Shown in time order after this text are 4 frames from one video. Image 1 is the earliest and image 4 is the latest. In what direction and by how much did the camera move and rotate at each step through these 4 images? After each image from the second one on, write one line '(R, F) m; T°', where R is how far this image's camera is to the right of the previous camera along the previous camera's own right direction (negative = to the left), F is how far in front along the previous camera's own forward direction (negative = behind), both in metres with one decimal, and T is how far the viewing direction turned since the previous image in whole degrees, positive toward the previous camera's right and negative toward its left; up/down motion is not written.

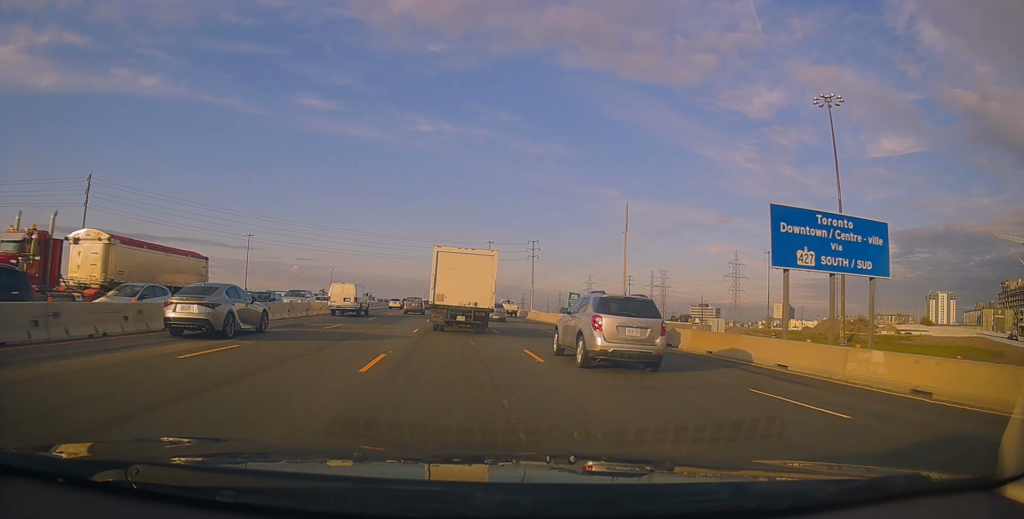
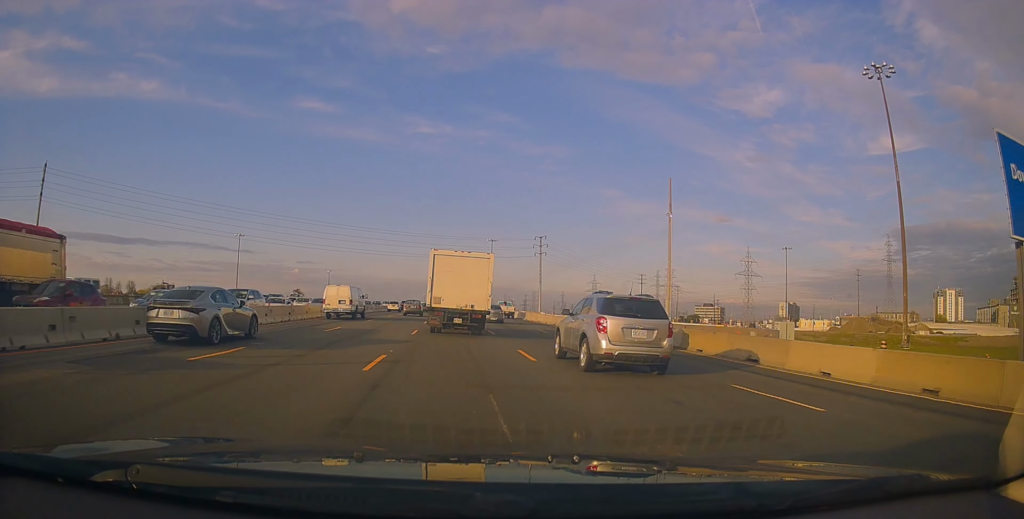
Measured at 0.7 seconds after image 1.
(0.0, +11.2) m; 0°
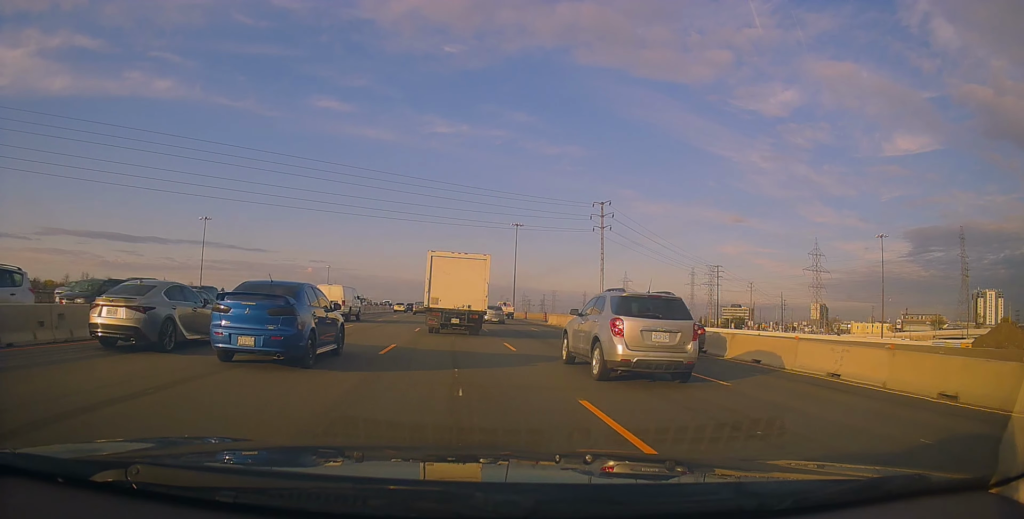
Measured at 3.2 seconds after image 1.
(-1.5, +44.5) m; -3°
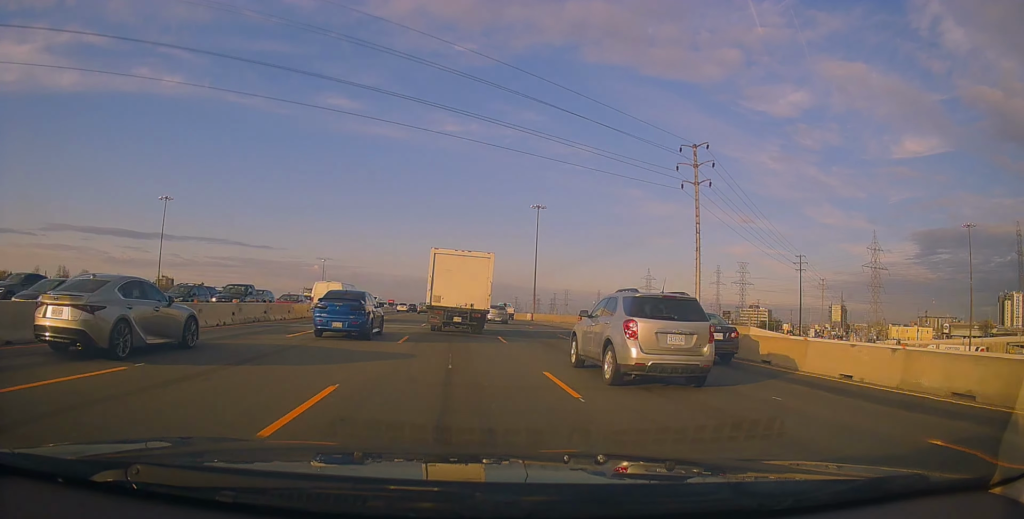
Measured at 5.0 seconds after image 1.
(+0.2, +31.7) m; 0°
